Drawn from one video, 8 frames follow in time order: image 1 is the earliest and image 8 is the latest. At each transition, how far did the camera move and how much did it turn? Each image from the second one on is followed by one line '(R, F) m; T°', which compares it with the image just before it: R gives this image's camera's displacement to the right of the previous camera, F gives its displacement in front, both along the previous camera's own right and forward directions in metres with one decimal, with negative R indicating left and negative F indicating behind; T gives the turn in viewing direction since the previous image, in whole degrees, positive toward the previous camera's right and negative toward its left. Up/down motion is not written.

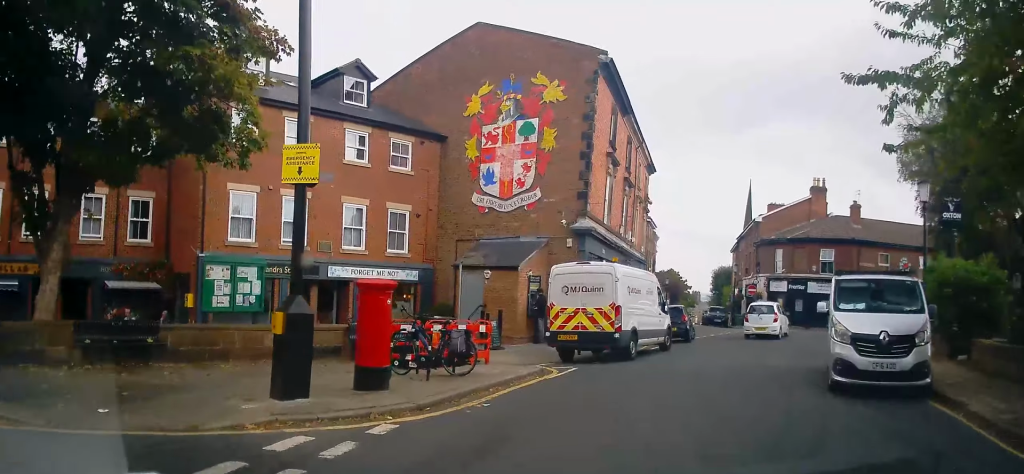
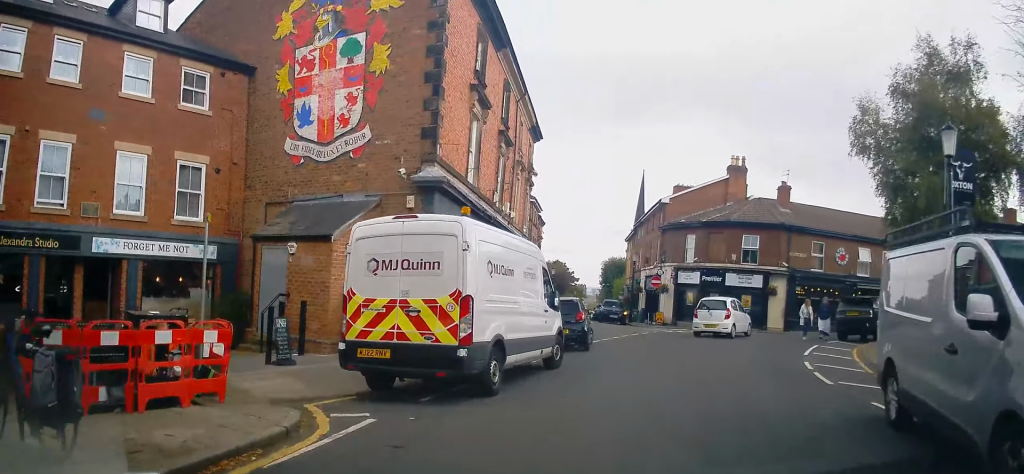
(+0.6, +6.9) m; +8°
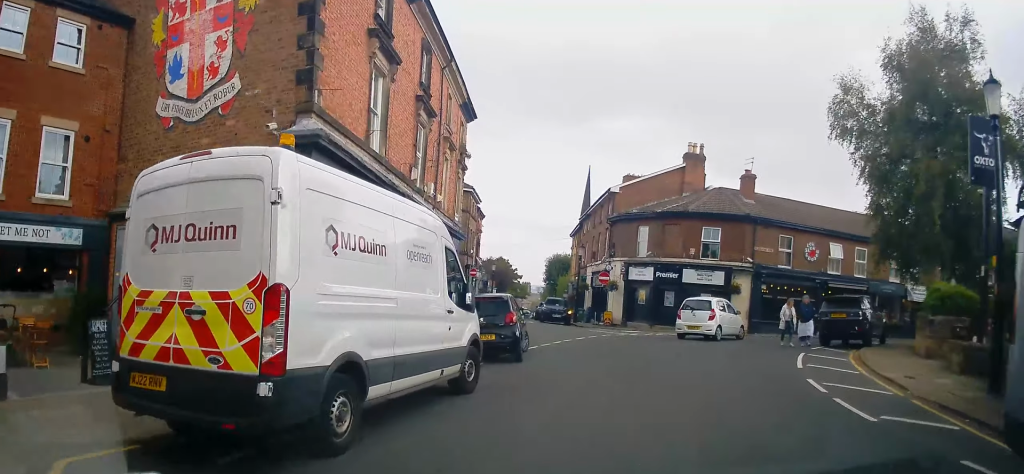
(+0.1, +3.6) m; +4°
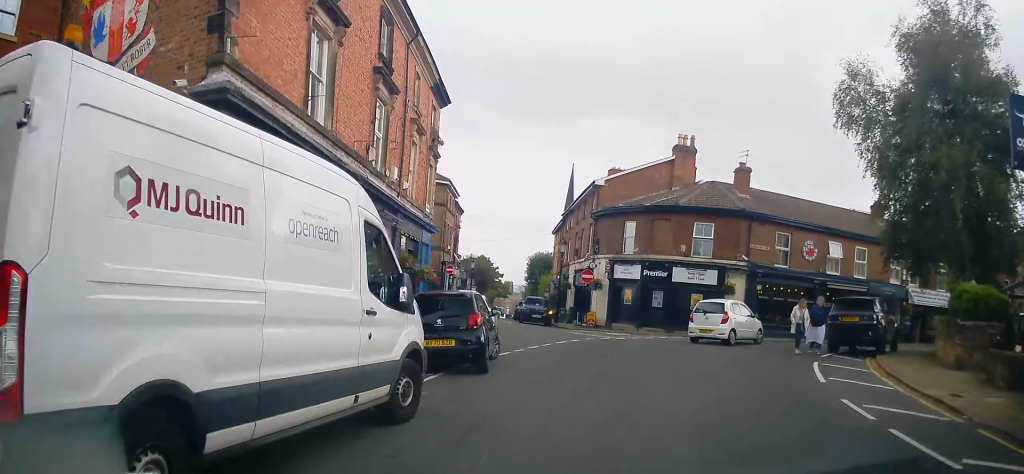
(-0.1, +2.3) m; +3°
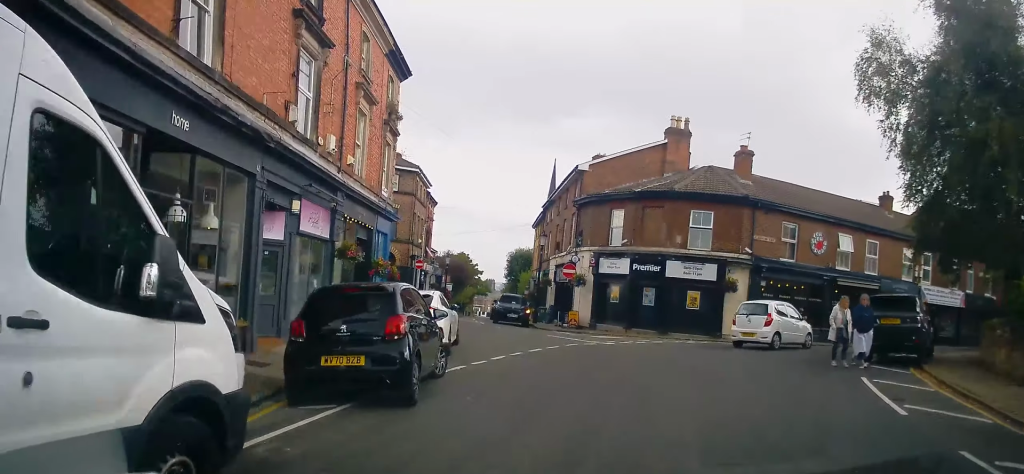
(+0.3, +3.5) m; +4°
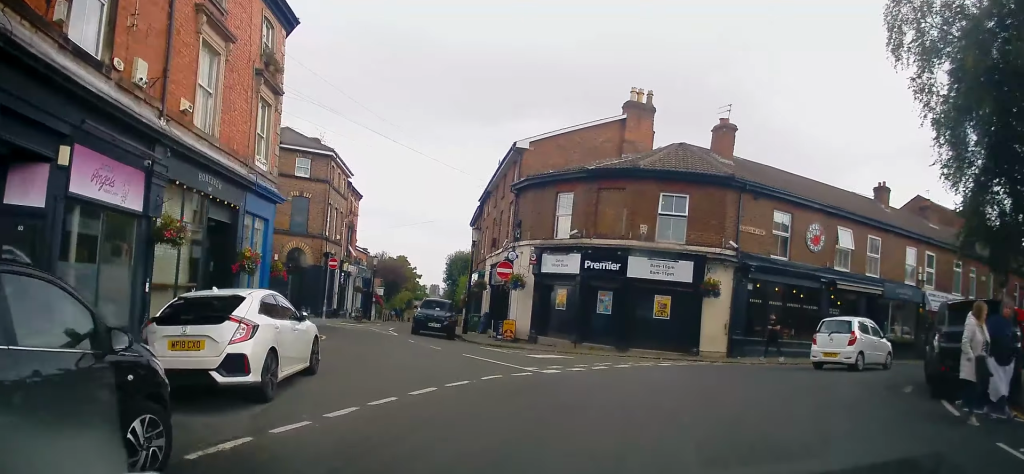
(+0.3, +5.8) m; +6°
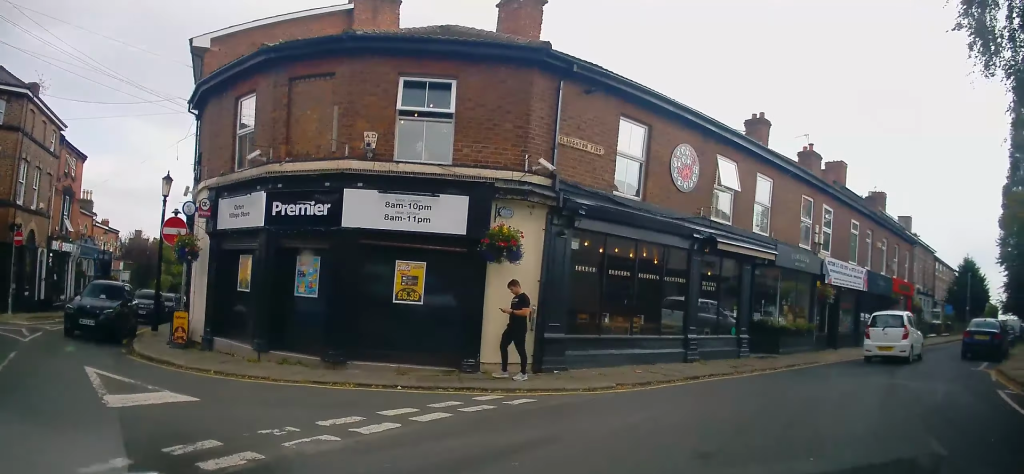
(+1.3, +9.8) m; +20°
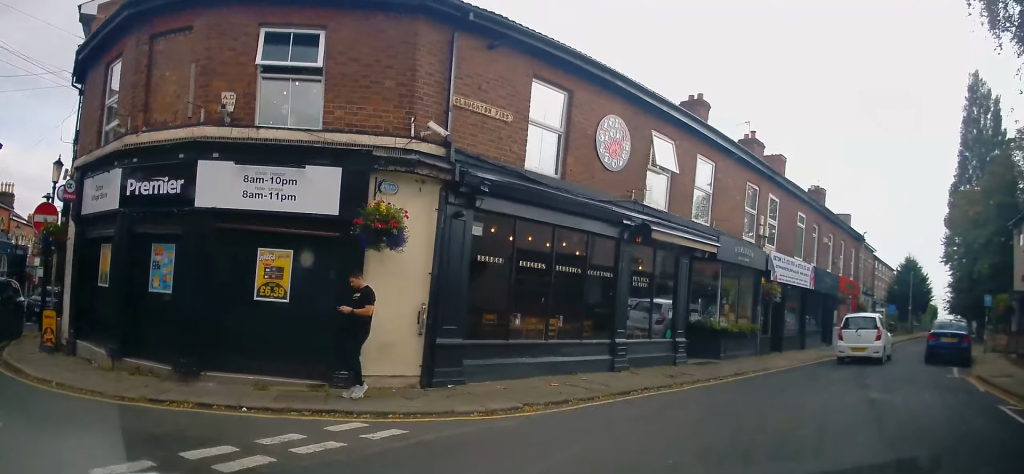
(0.0, +2.4) m; +7°
